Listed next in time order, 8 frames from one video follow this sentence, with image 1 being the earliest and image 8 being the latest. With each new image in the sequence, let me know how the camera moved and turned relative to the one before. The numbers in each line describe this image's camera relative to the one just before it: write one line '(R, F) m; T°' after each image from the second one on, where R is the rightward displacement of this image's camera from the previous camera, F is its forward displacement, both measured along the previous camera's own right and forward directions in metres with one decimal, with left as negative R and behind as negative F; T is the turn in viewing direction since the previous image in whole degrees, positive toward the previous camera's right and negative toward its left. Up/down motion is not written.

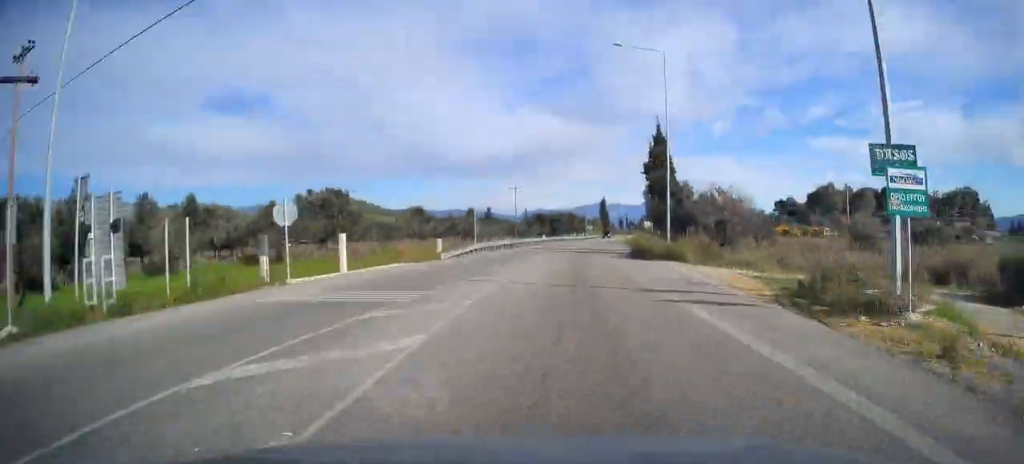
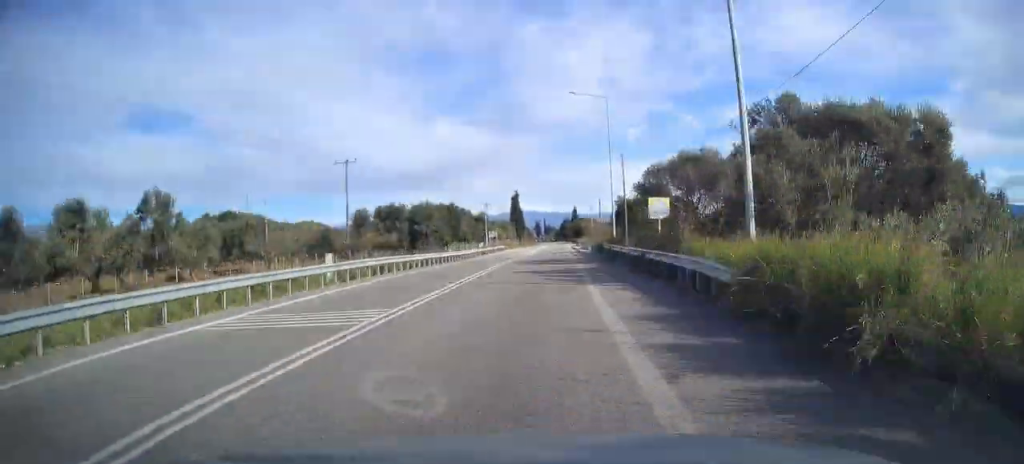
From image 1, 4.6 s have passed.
(+6.4, +61.0) m; +6°
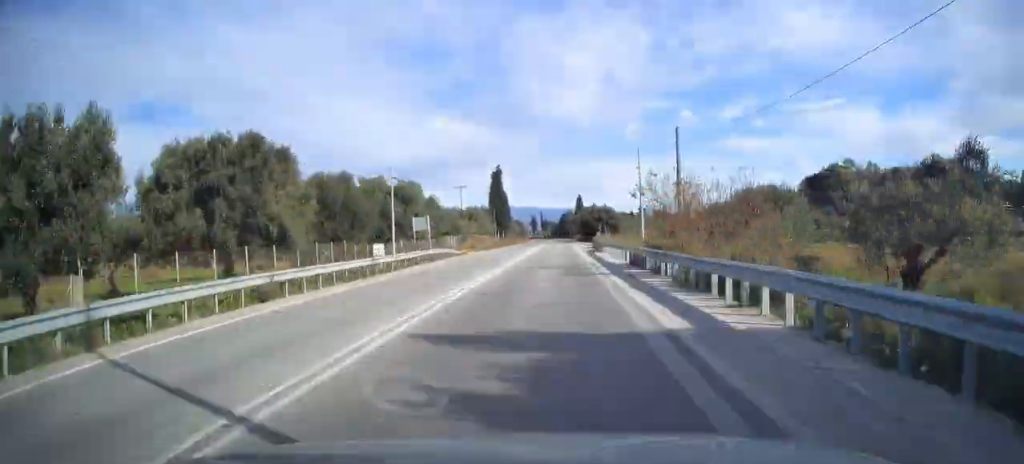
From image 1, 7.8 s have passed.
(+0.4, +48.0) m; 0°
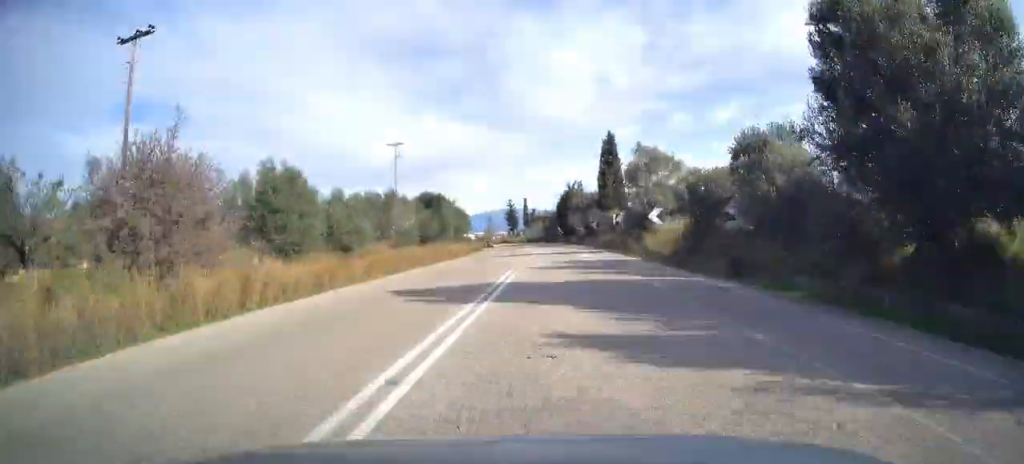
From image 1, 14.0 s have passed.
(0.0, +98.3) m; -5°
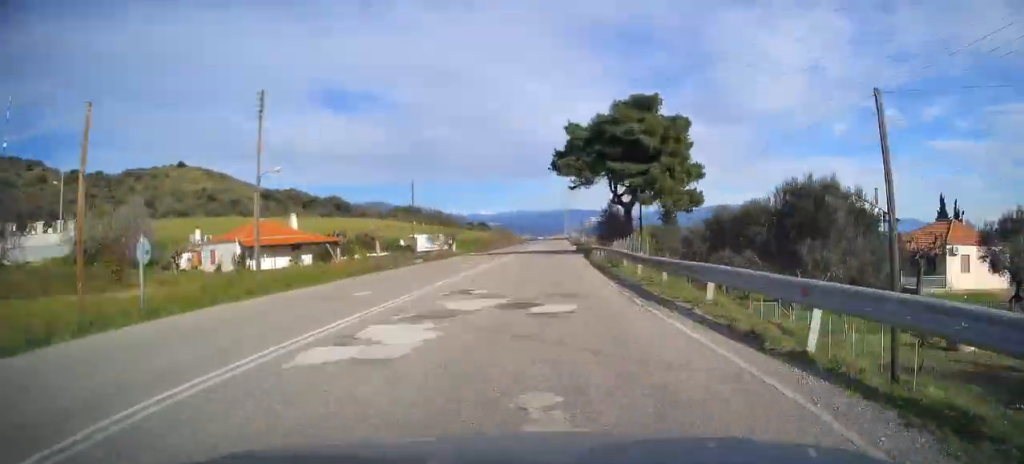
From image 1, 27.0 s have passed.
(-44.1, +274.0) m; -14°
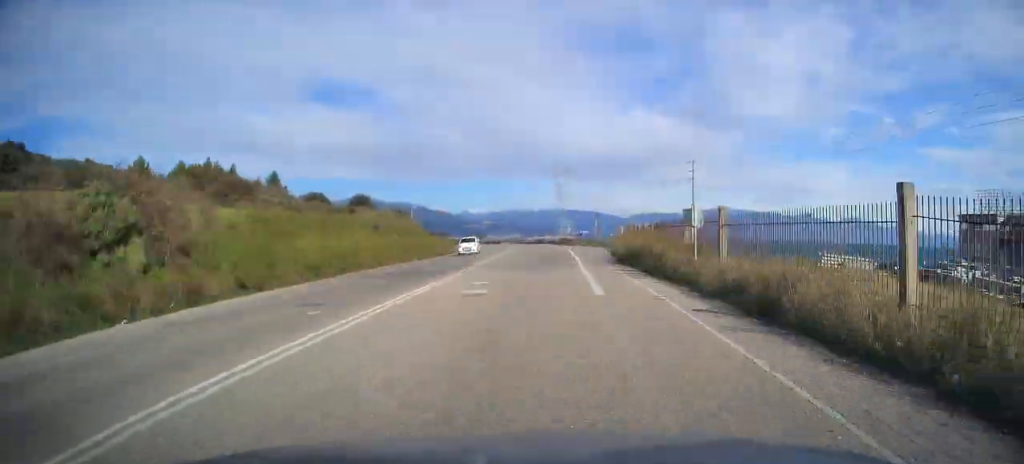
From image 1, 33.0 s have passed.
(-2.0, +139.1) m; -10°
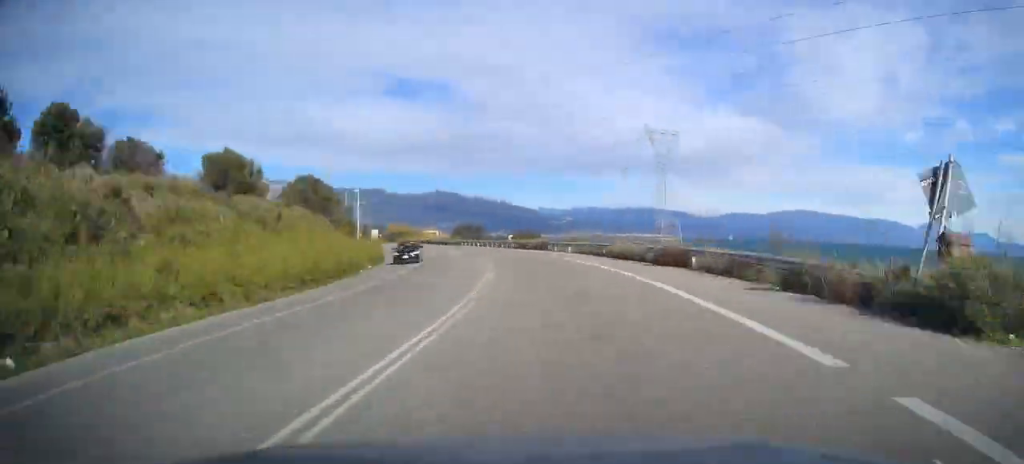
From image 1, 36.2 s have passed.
(-8.4, +71.6) m; -7°
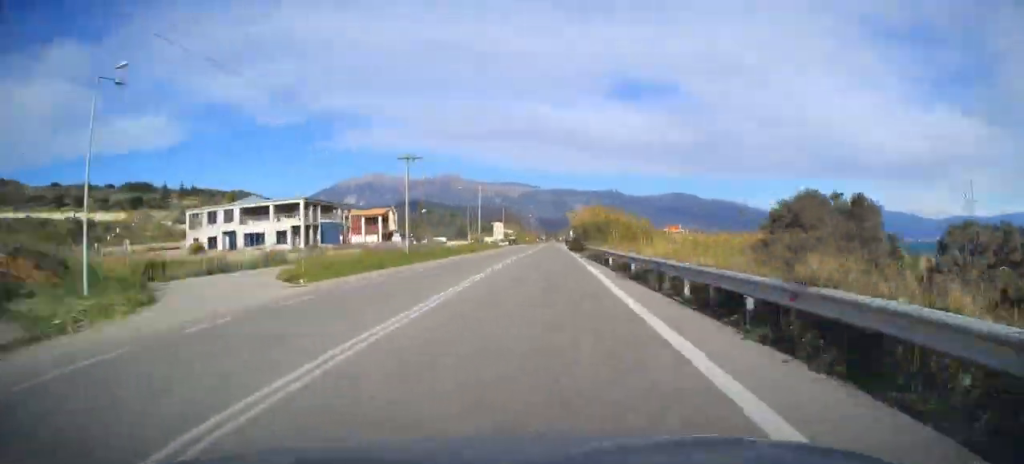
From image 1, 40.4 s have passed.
(-9.8, +95.8) m; -9°
